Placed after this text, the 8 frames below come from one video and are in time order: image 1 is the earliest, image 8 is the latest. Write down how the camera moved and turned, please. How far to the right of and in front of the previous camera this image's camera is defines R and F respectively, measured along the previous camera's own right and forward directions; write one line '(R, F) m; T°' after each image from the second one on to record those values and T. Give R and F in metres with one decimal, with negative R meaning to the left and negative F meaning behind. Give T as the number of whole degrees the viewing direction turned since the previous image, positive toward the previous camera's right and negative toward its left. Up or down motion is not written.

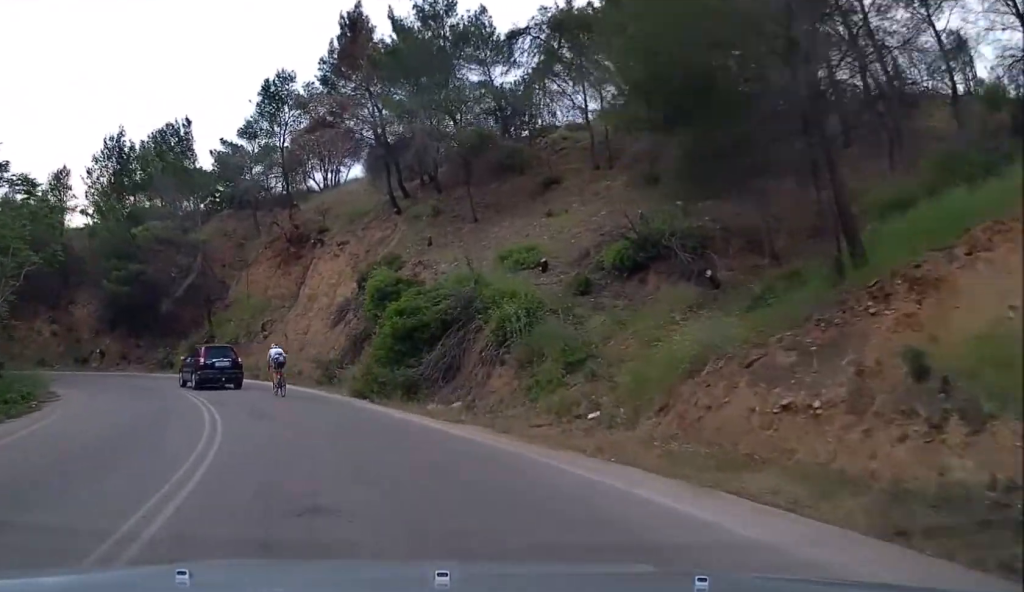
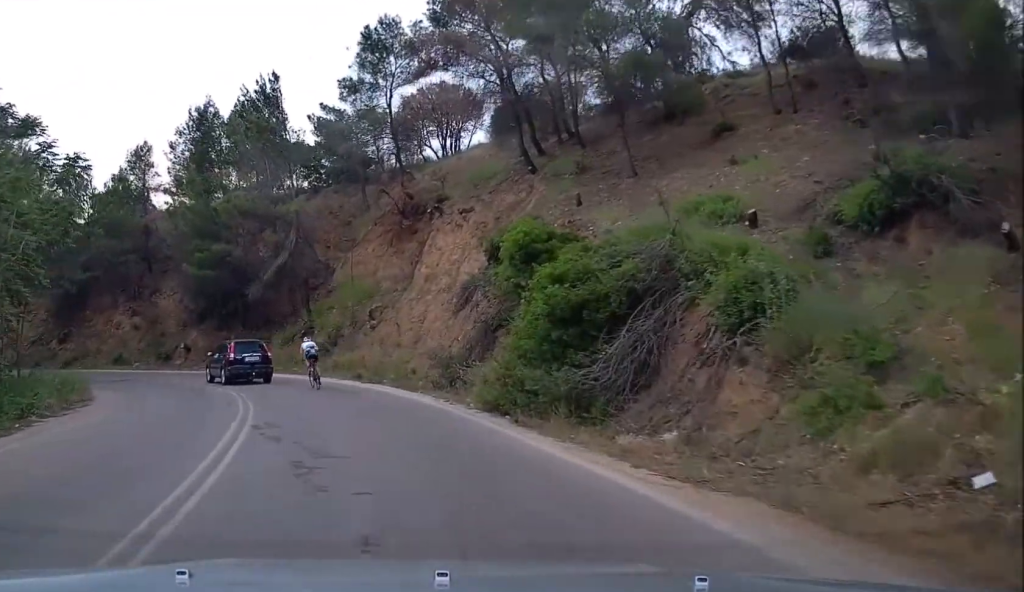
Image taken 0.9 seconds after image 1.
(-0.6, +7.9) m; -9°
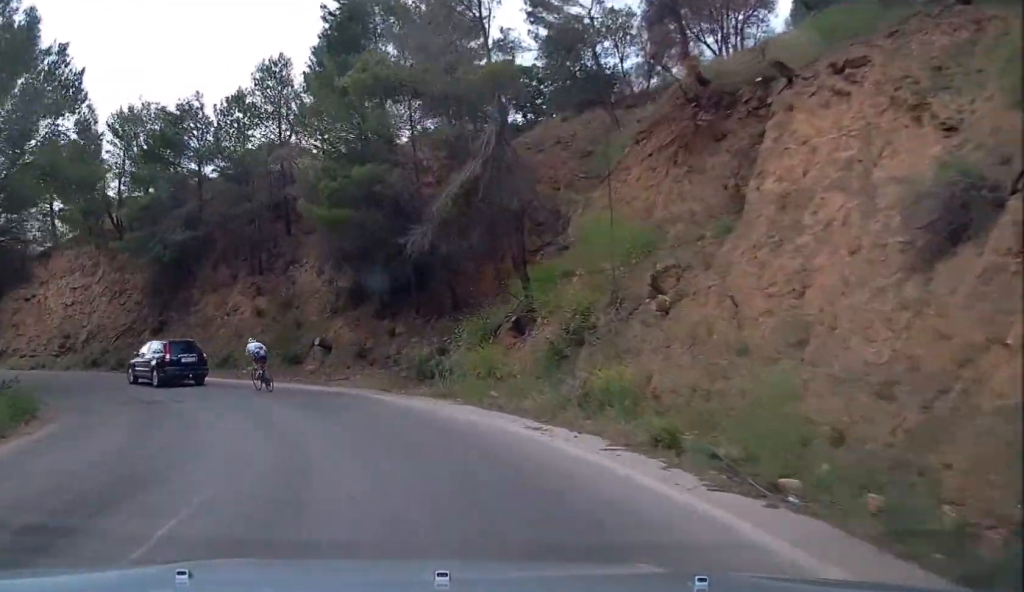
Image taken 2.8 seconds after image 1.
(-3.5, +18.5) m; -20°
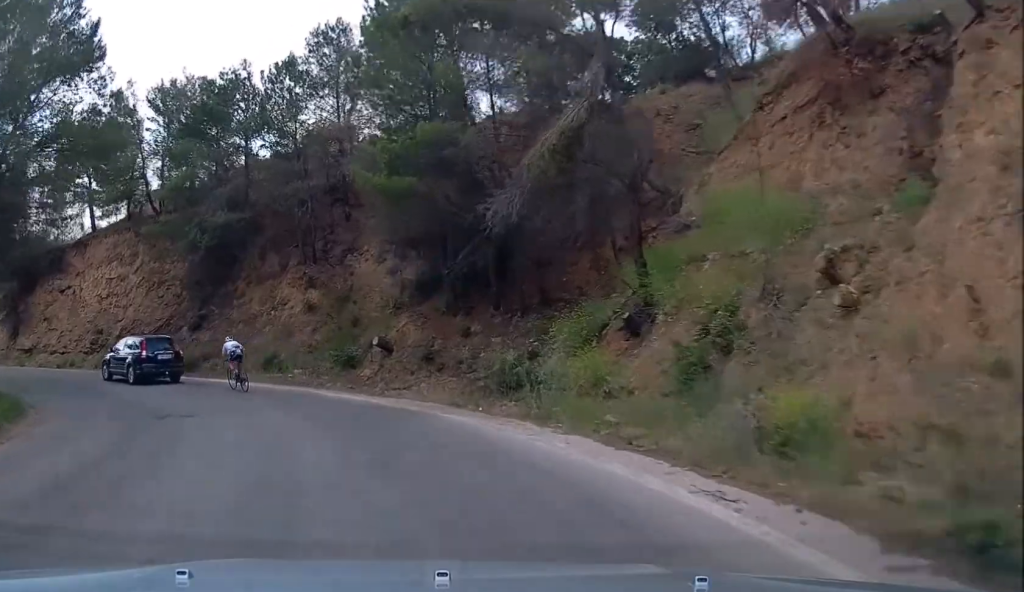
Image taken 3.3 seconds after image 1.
(-0.3, +4.5) m; -3°
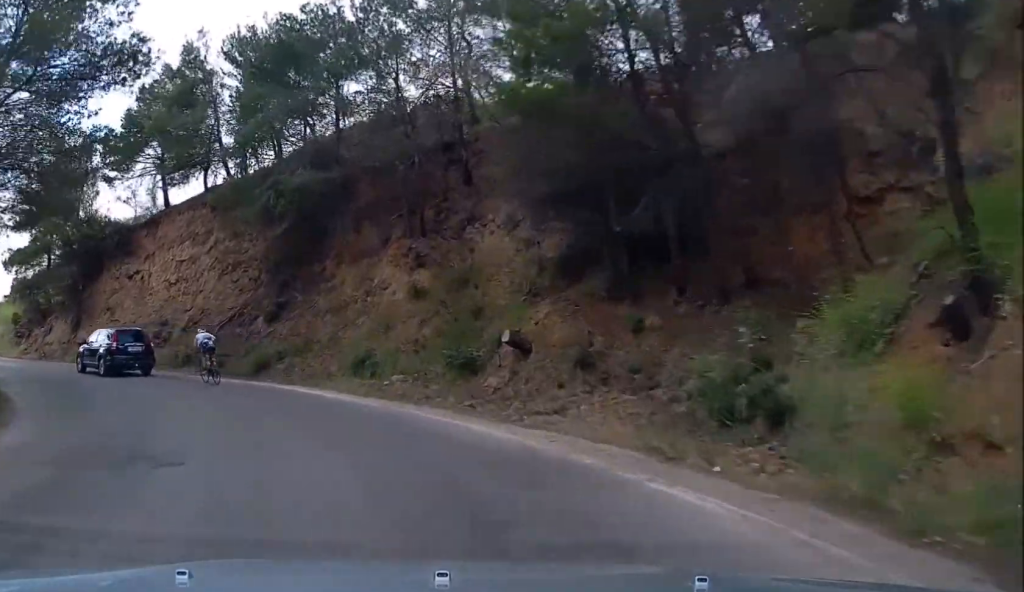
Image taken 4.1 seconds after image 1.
(-0.4, +7.8) m; -8°
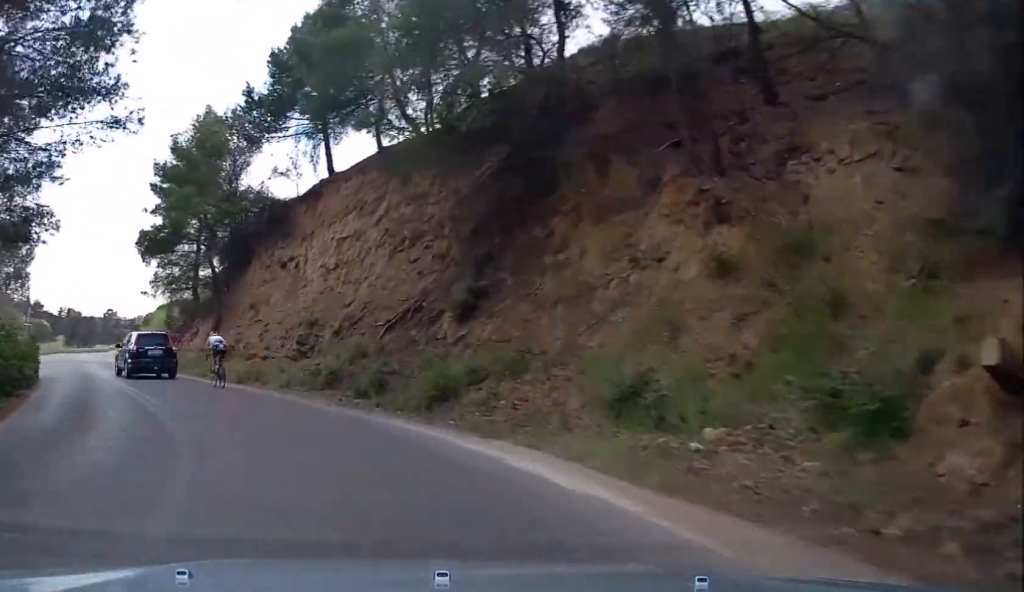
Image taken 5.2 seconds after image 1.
(-1.3, +10.1) m; -17°
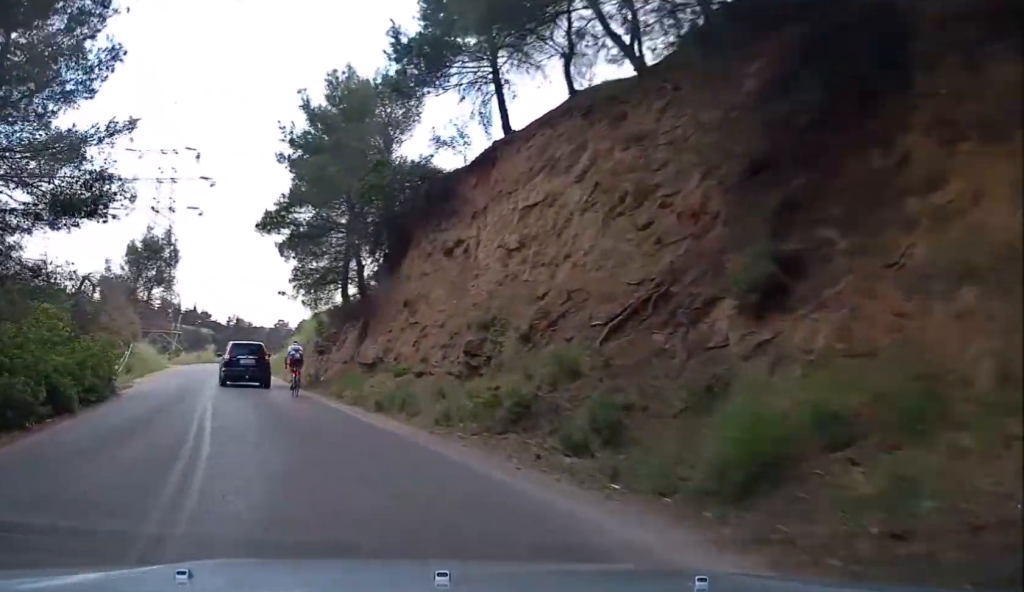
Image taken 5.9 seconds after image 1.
(-1.0, +7.5) m; -12°
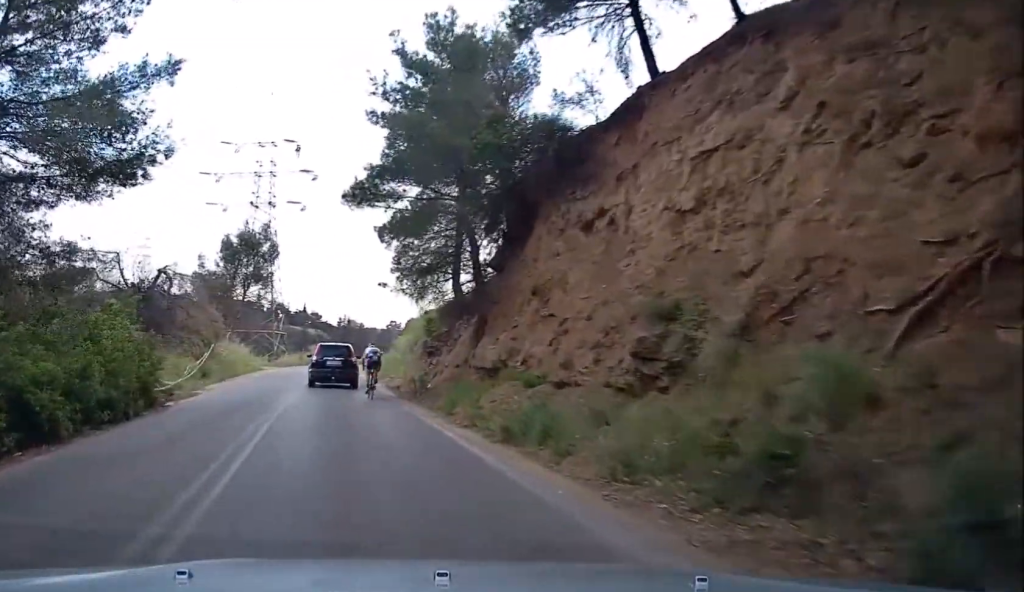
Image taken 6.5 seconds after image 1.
(-0.3, +5.4) m; -6°
